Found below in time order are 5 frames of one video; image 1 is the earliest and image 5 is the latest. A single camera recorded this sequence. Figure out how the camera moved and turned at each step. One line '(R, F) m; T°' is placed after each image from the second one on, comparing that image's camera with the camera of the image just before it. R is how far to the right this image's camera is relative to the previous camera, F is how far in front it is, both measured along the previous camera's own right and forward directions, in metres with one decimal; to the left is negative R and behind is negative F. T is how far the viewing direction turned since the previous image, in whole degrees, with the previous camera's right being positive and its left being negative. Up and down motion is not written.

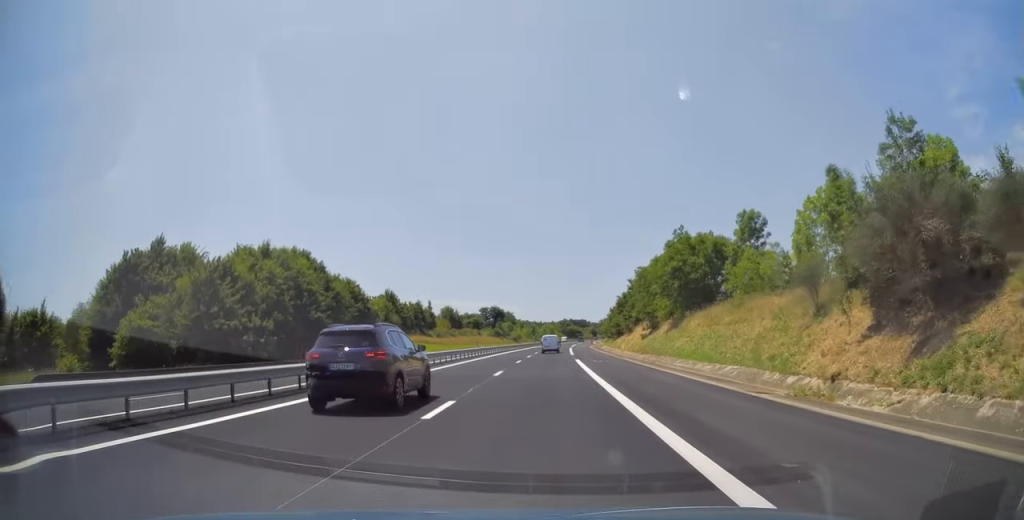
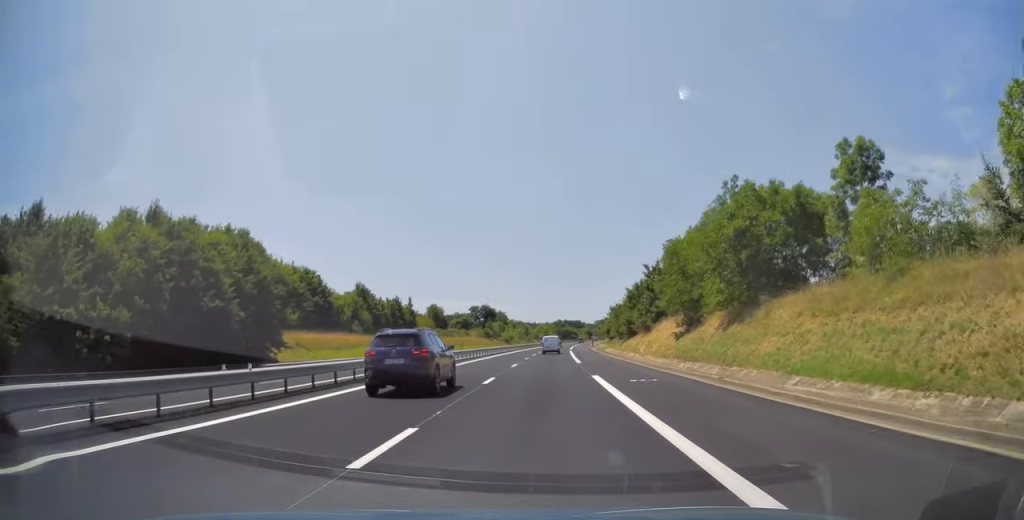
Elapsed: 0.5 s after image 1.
(+0.1, +17.1) m; 0°
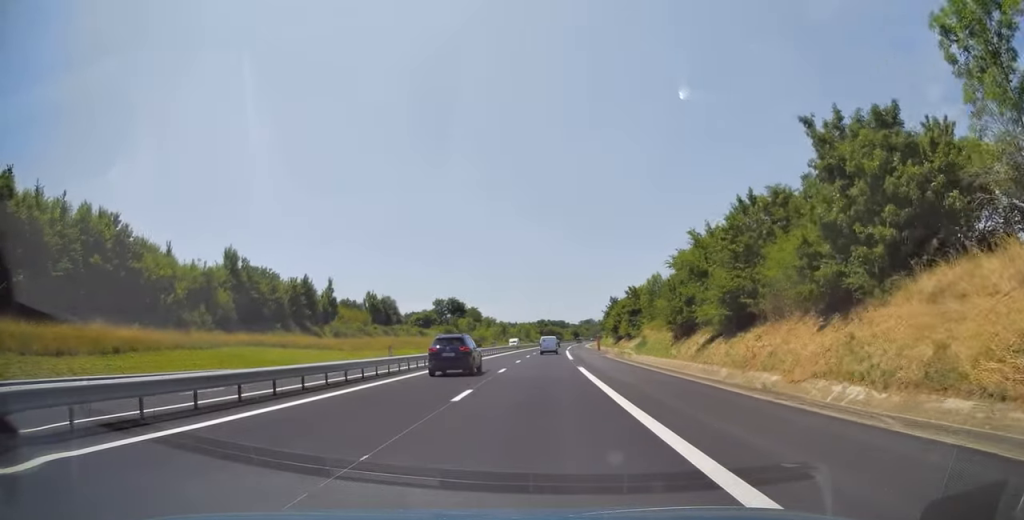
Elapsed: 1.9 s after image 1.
(+0.2, +44.4) m; +1°
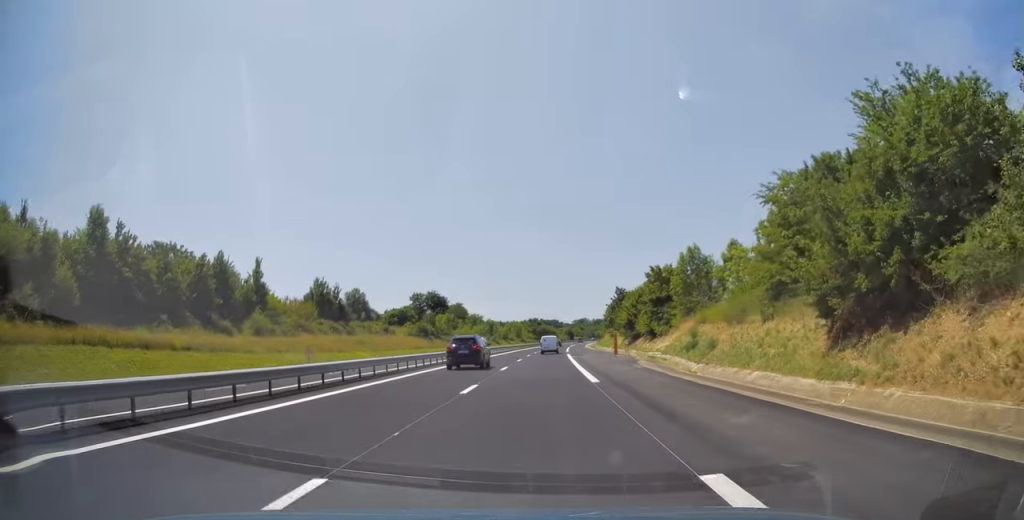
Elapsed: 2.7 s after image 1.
(+0.2, +24.1) m; +1°
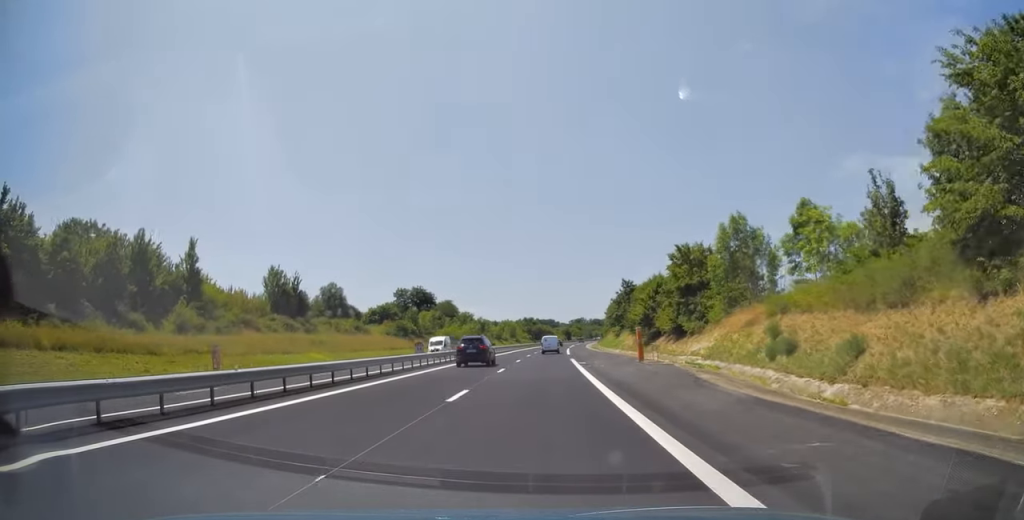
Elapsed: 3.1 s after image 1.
(+0.1, +15.0) m; 0°
